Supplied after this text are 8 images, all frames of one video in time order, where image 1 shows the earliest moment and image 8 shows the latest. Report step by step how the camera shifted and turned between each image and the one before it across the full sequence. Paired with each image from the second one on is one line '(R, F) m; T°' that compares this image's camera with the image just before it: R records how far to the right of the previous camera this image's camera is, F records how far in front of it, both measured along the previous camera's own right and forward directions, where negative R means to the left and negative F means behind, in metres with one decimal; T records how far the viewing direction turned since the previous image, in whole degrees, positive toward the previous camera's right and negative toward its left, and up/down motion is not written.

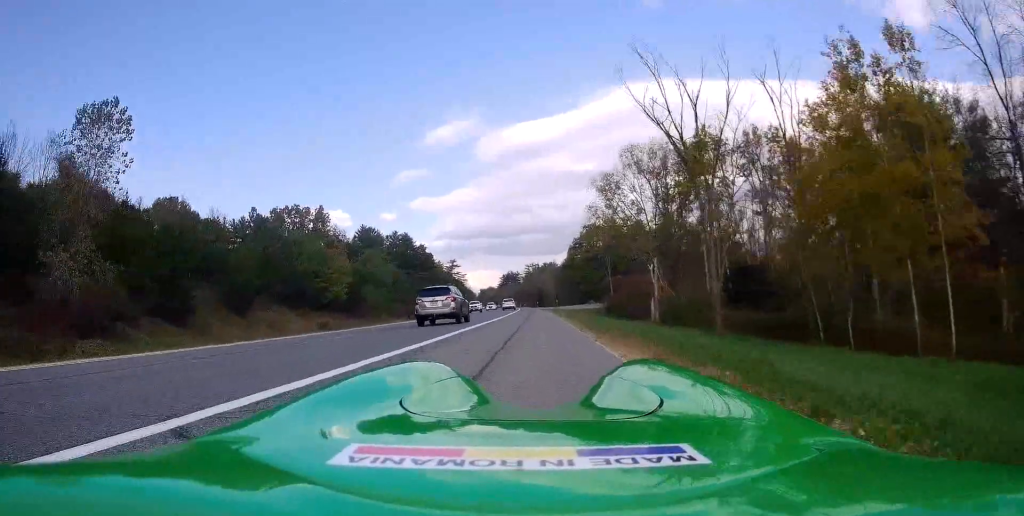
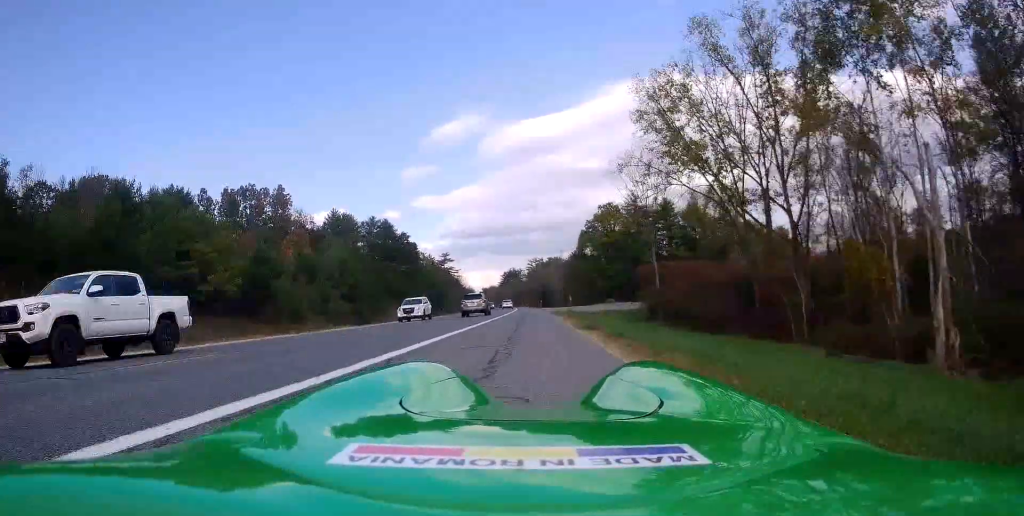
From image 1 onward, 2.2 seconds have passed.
(-0.8, +30.0) m; -3°
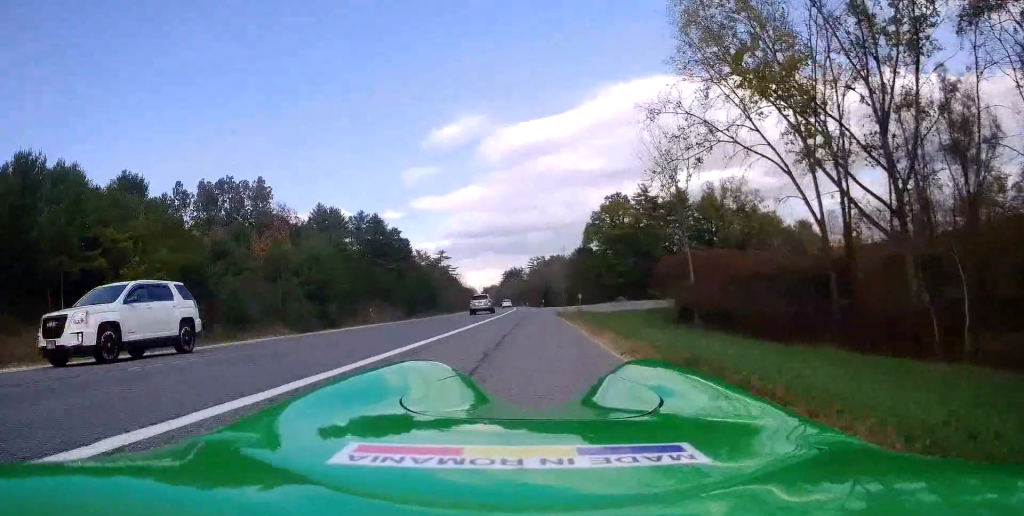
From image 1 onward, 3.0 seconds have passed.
(+0.2, +11.5) m; +1°
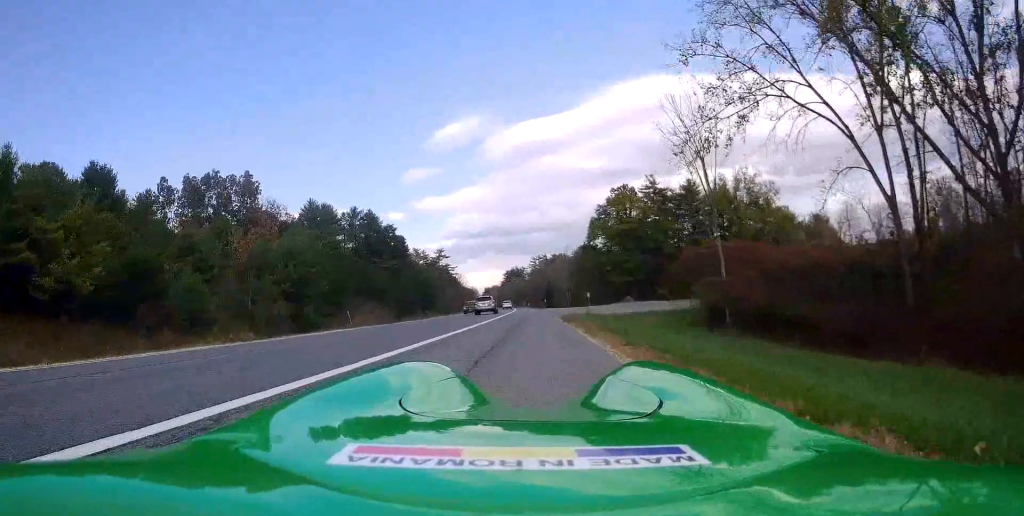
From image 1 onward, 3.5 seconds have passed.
(0.0, +6.9) m; +1°
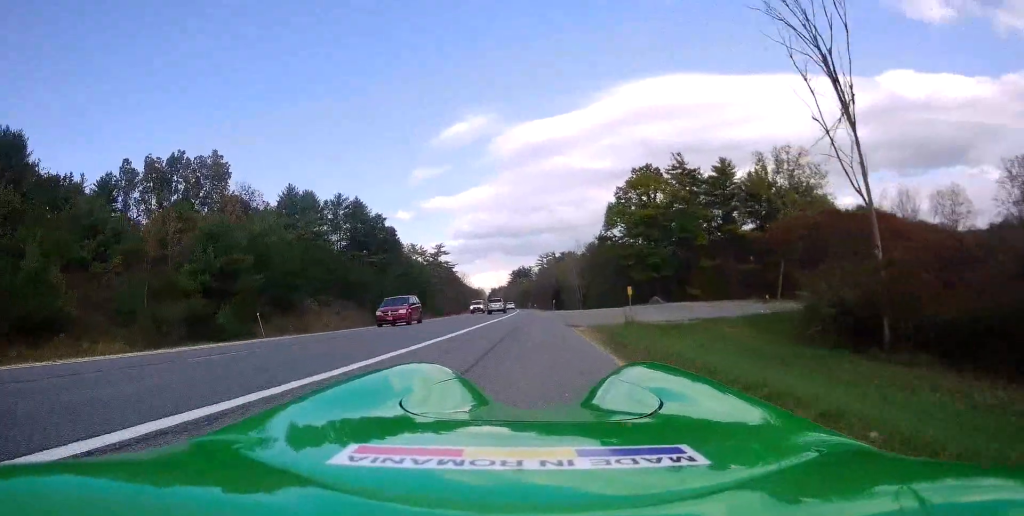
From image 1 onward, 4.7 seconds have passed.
(+0.2, +16.4) m; 0°
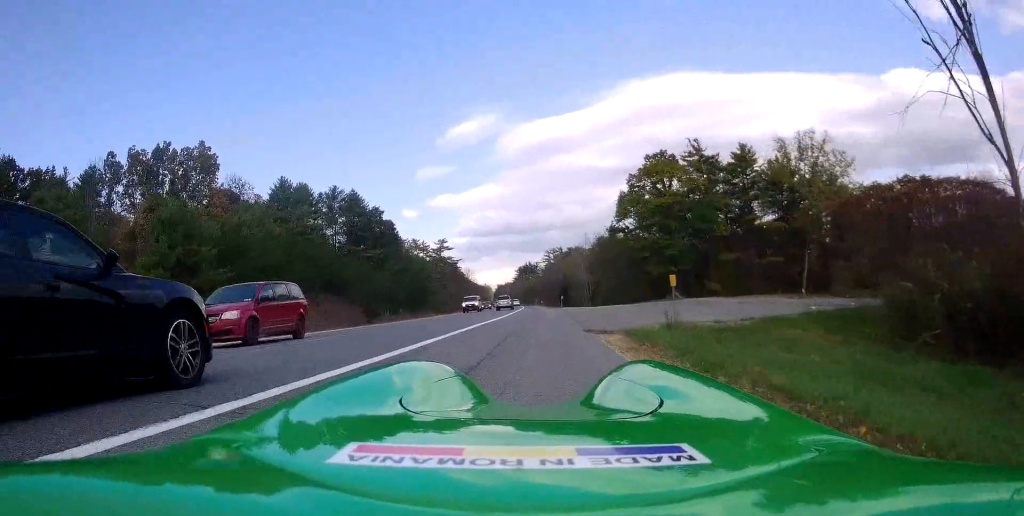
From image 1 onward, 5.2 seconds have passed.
(+0.1, +6.7) m; -1°
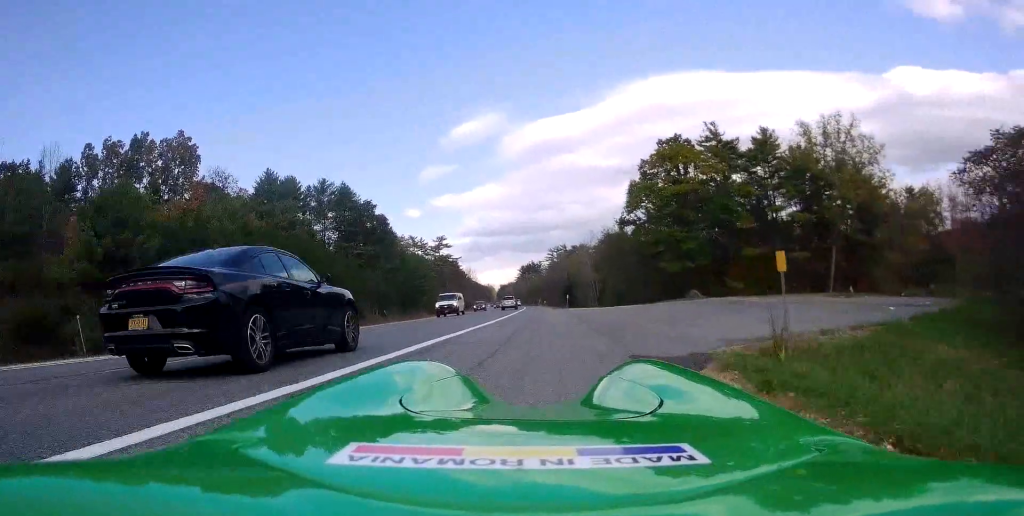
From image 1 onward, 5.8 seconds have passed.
(-0.2, +7.2) m; -1°
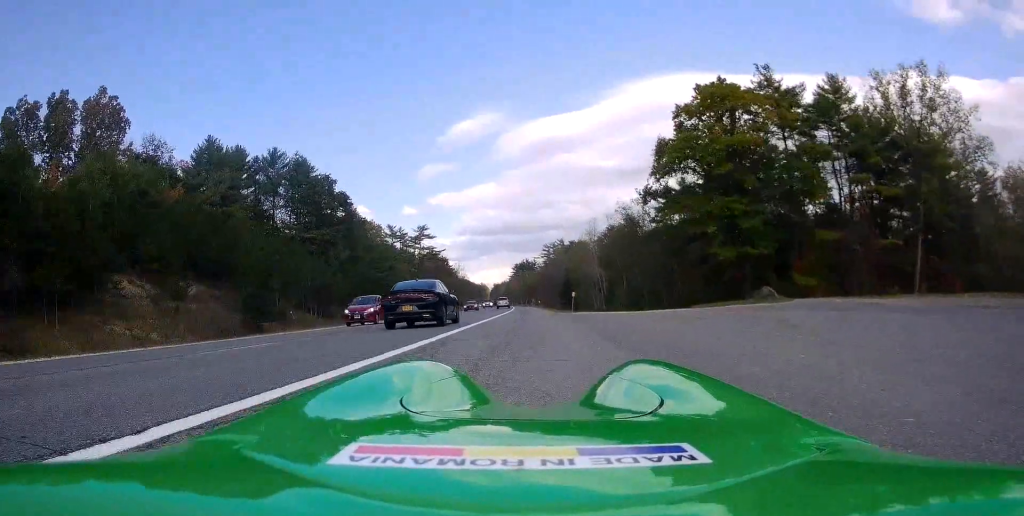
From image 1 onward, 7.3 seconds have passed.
(-0.3, +20.7) m; 0°
